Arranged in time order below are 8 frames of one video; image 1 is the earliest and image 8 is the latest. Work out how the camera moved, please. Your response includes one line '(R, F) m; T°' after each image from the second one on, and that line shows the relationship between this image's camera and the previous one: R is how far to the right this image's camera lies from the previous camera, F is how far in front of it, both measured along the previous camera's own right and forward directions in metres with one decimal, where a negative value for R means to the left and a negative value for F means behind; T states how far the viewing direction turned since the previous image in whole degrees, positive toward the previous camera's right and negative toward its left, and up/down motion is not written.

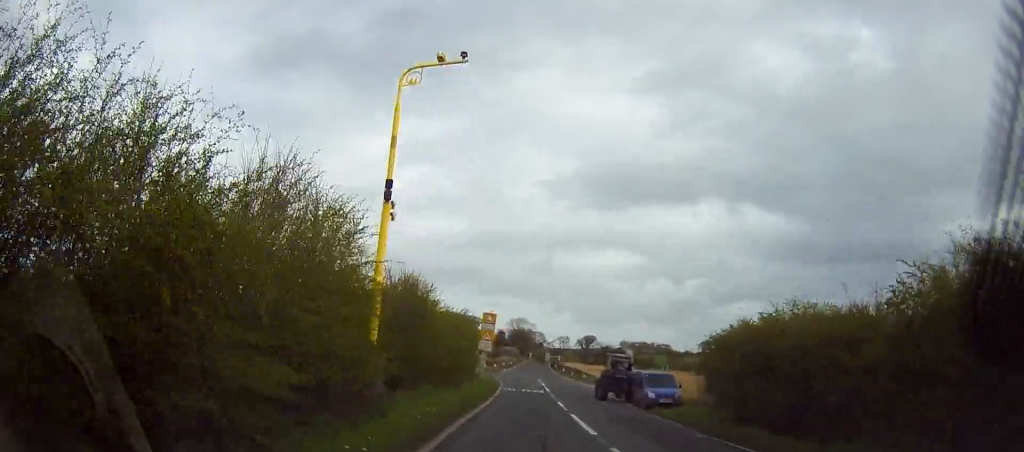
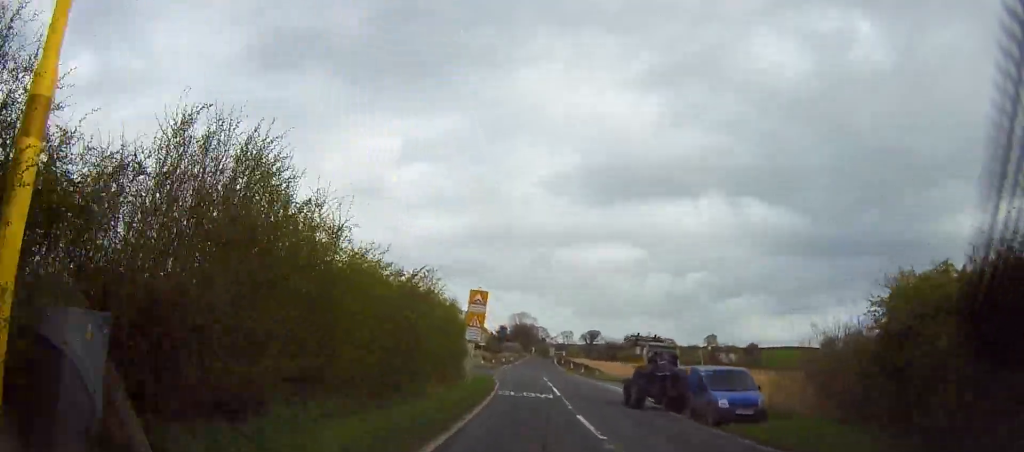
(0.0, +10.2) m; -1°
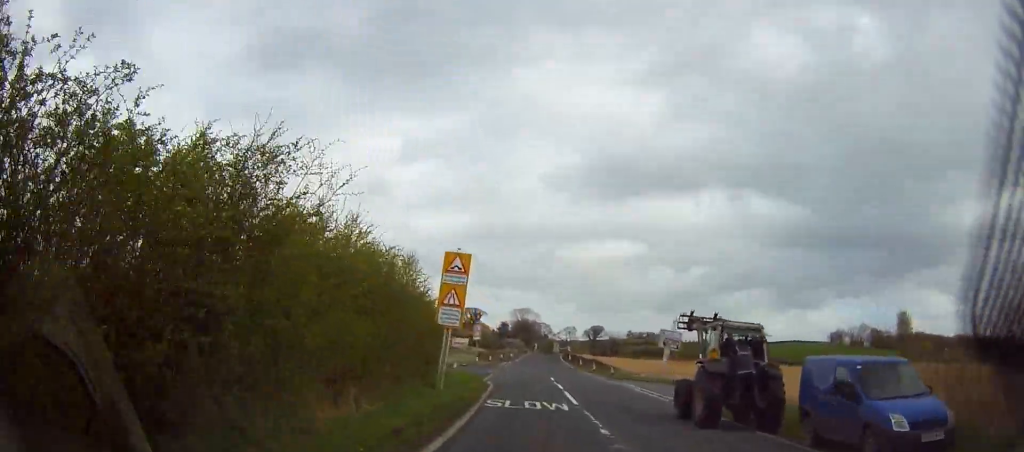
(+0.1, +9.2) m; 0°
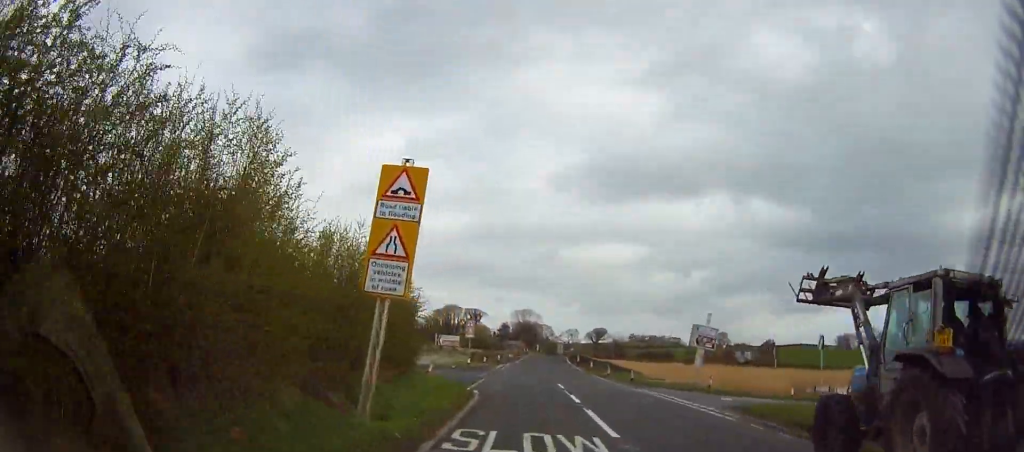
(-0.2, +8.8) m; 0°
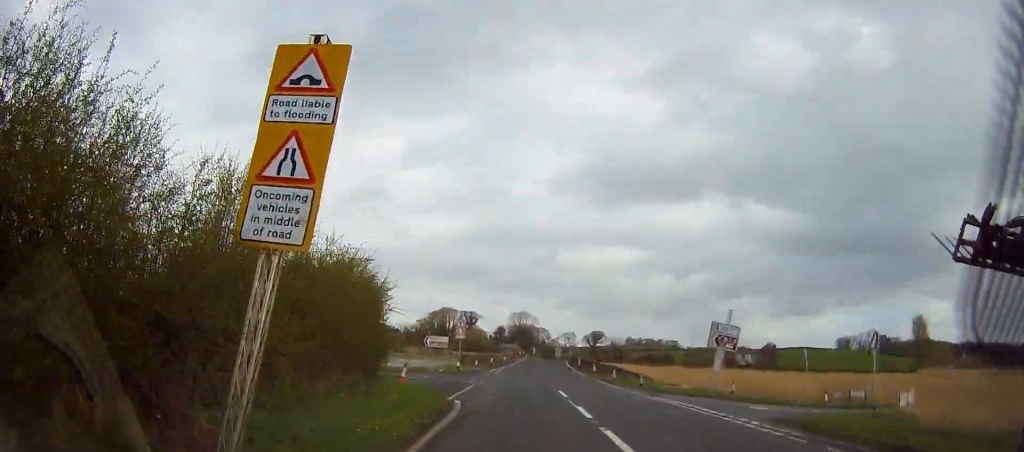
(+0.1, +4.4) m; 0°
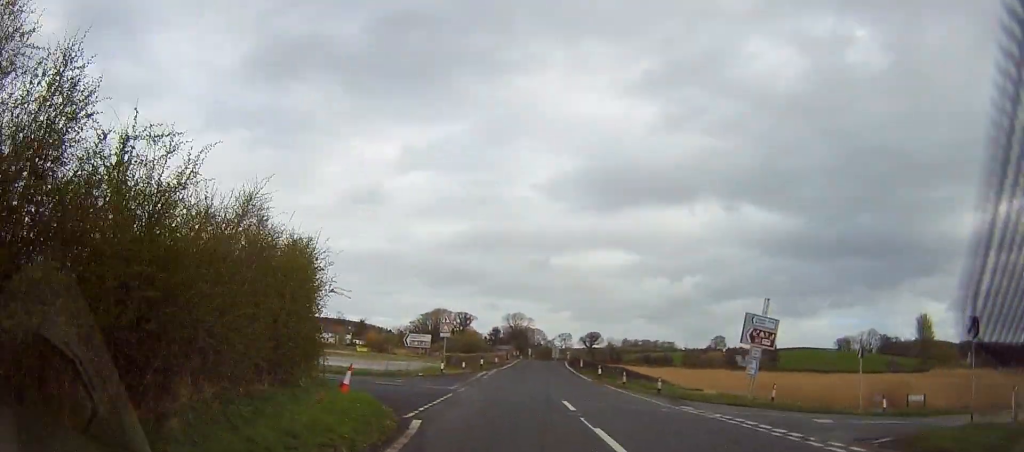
(+0.3, +5.9) m; 0°
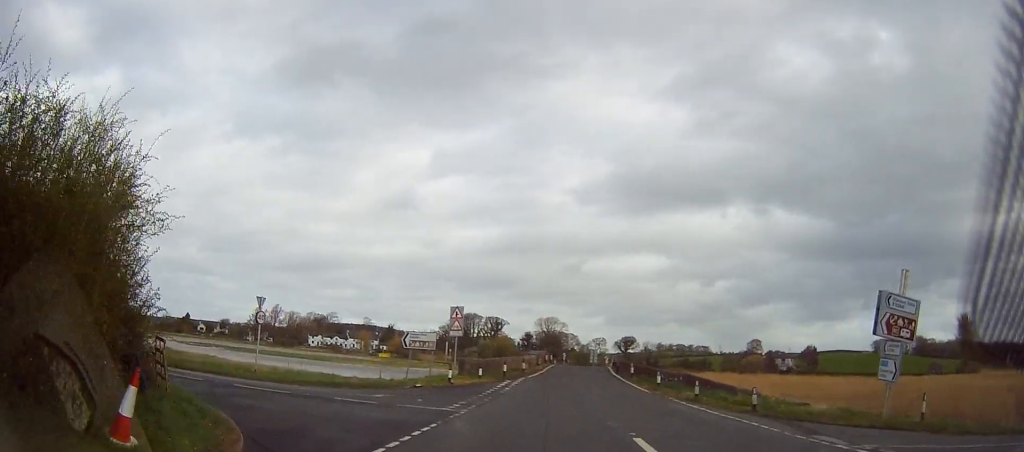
(-0.5, +9.1) m; -15°
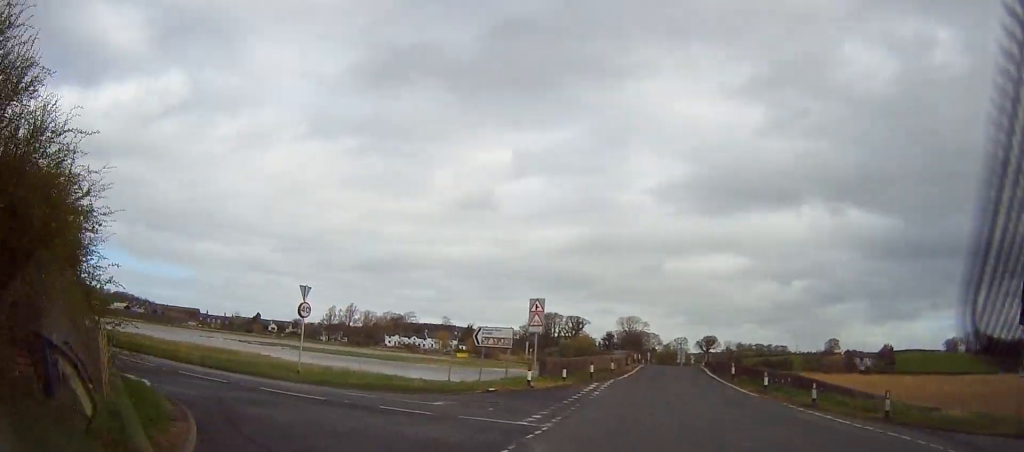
(-0.8, +3.8) m; -10°
